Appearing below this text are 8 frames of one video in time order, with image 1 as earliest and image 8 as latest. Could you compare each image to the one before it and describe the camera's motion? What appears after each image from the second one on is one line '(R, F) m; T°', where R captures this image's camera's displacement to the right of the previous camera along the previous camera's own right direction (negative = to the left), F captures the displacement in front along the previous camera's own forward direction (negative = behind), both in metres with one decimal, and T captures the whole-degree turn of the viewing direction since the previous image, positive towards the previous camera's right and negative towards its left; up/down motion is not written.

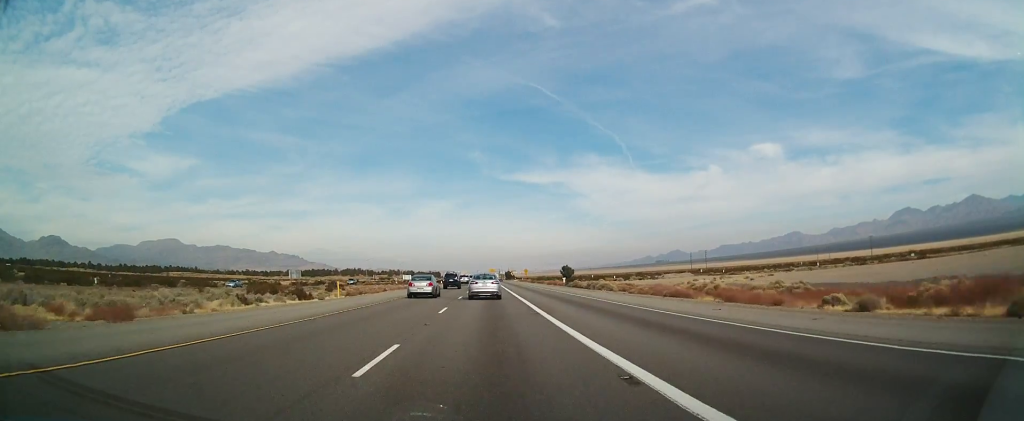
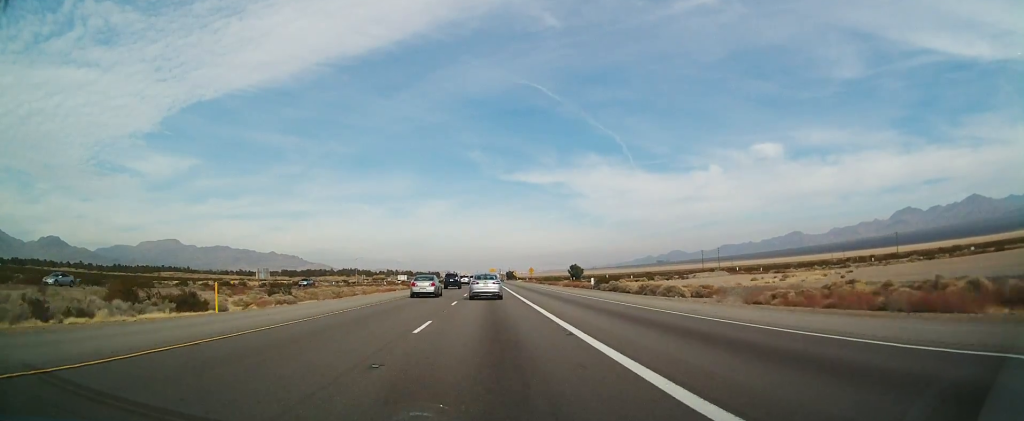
(0.0, +23.0) m; +1°
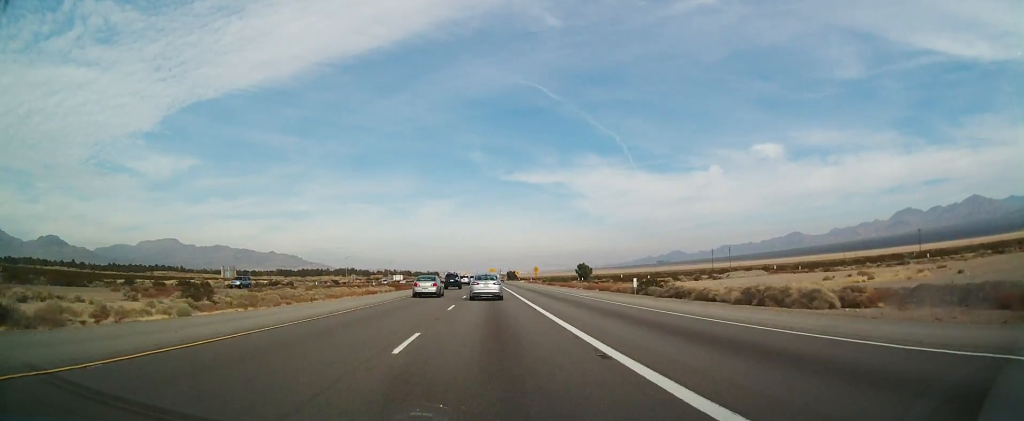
(+0.2, +18.5) m; 0°
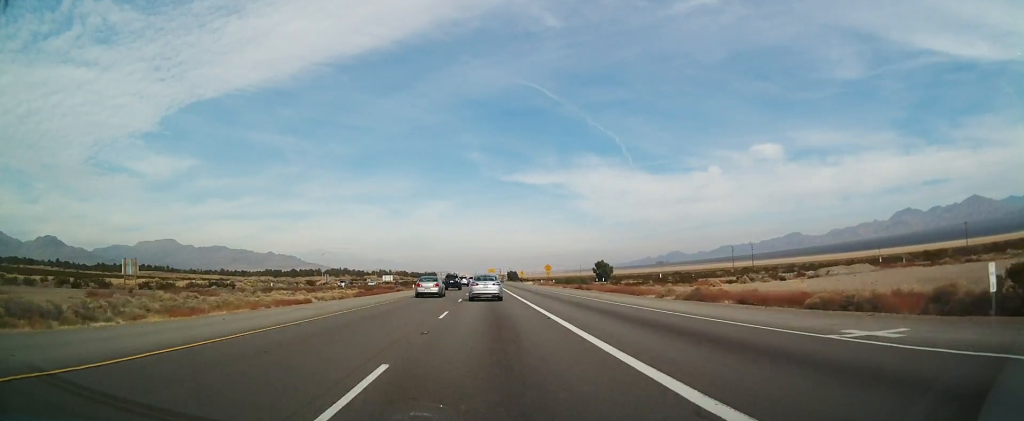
(0.0, +34.6) m; 0°
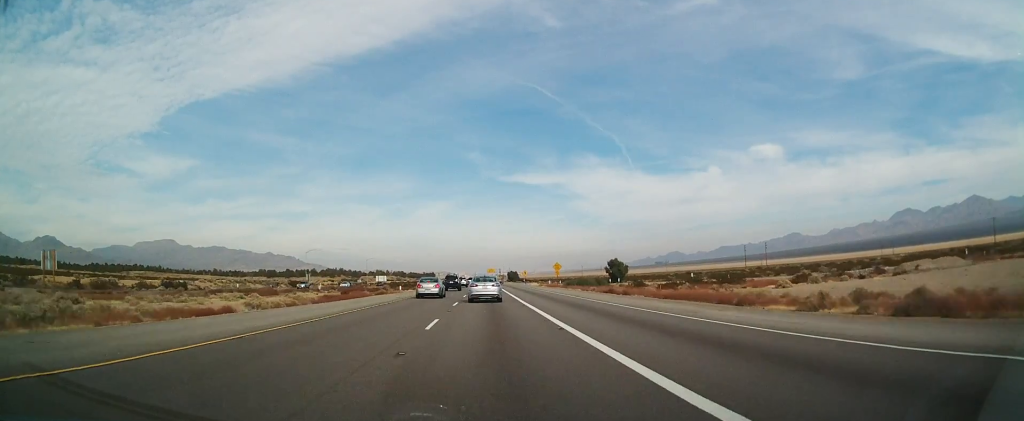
(-0.1, +18.4) m; 0°
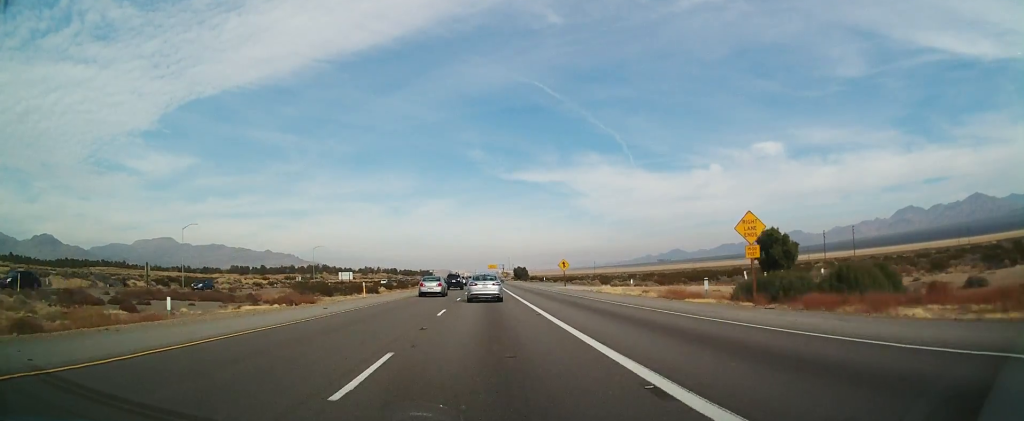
(+0.2, +81.4) m; 0°
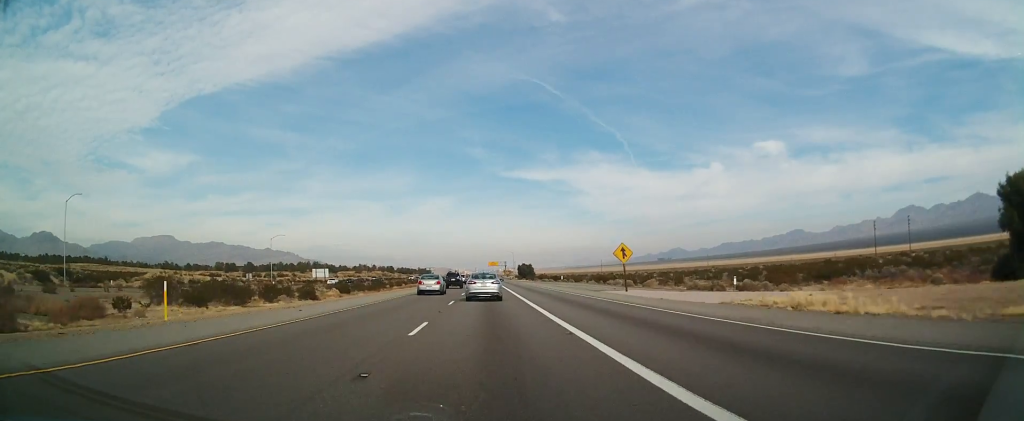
(+0.2, +36.7) m; 0°
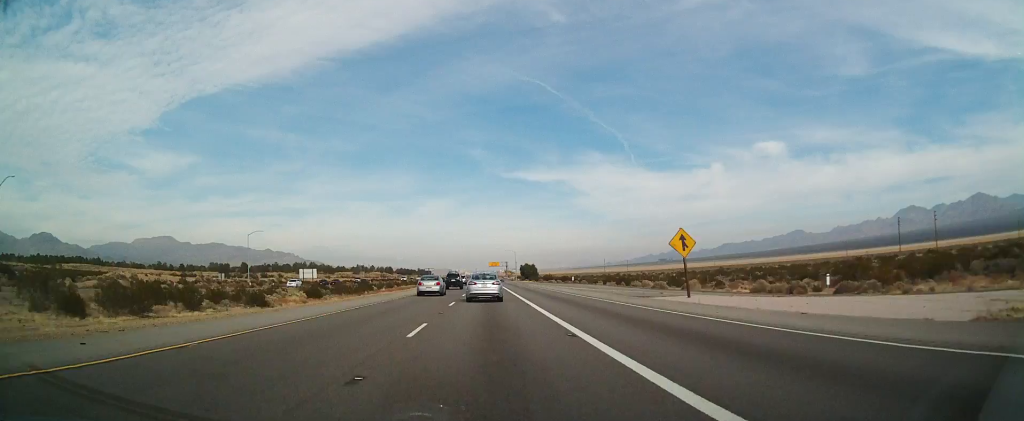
(+0.1, +14.9) m; 0°
